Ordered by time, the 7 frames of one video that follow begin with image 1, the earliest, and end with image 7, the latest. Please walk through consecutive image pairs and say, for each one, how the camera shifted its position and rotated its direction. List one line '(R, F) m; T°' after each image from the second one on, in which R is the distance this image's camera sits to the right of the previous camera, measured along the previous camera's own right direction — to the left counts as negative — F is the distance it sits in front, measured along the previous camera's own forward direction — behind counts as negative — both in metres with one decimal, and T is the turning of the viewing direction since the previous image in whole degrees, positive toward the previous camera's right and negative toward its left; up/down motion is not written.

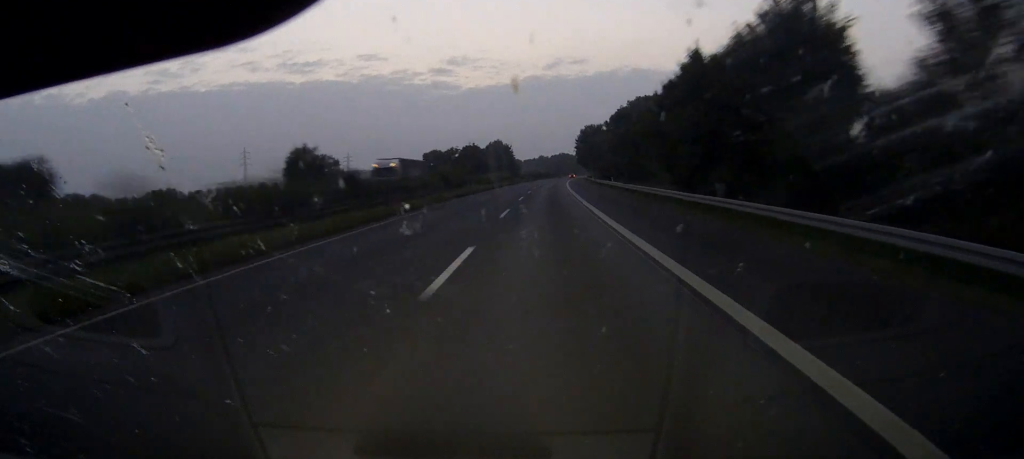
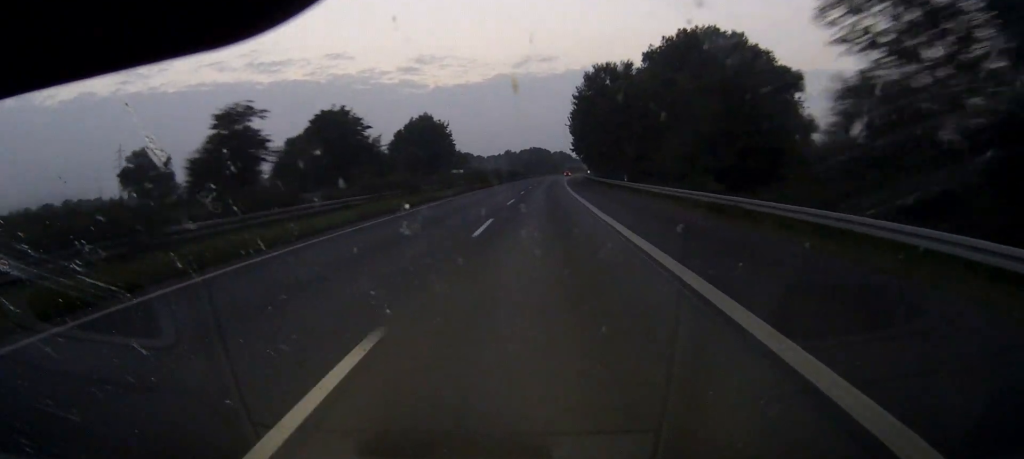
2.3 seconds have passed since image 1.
(+2.3, +116.3) m; +2°
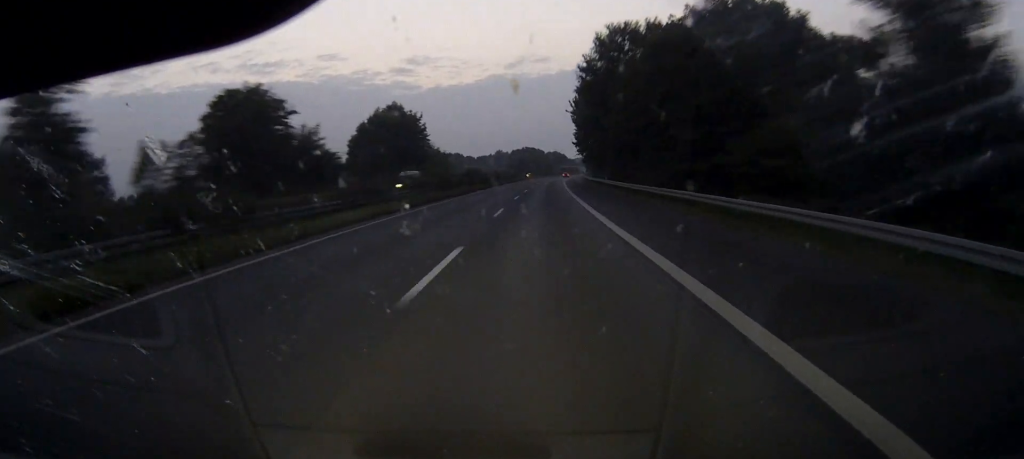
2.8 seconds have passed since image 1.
(+0.1, +27.0) m; 0°
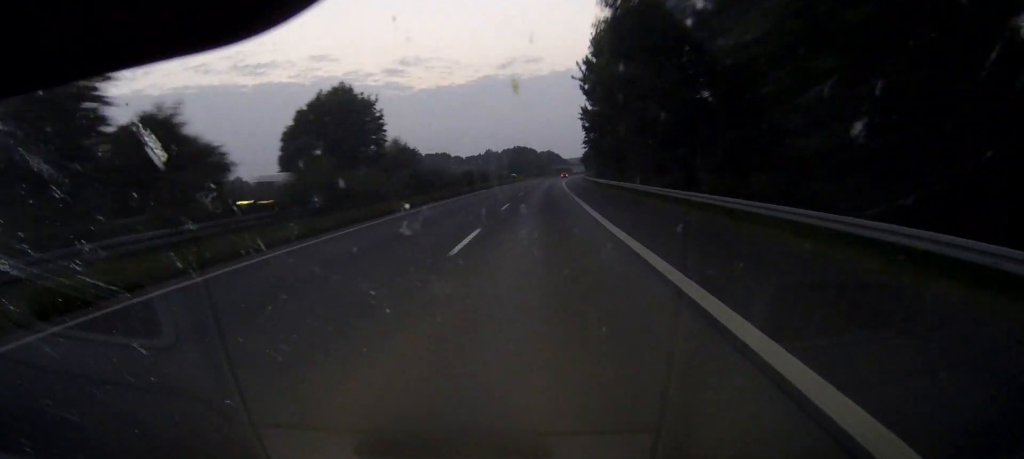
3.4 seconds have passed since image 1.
(+0.1, +30.3) m; 0°
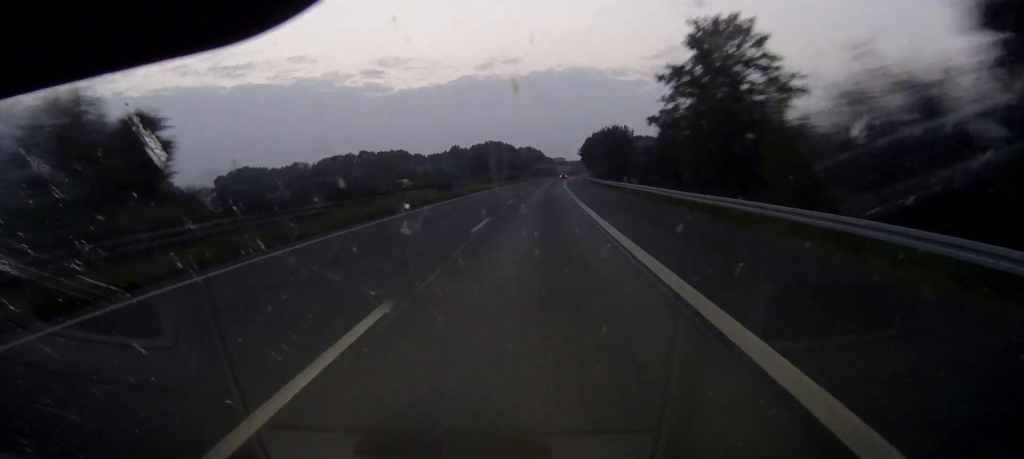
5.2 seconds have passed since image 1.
(+1.4, +87.6) m; +2°
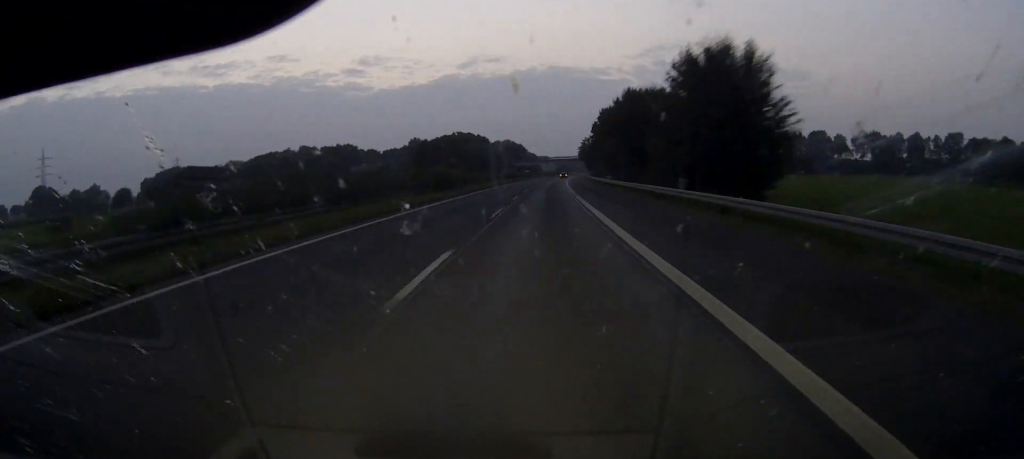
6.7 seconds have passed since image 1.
(+0.9, +76.0) m; +1°
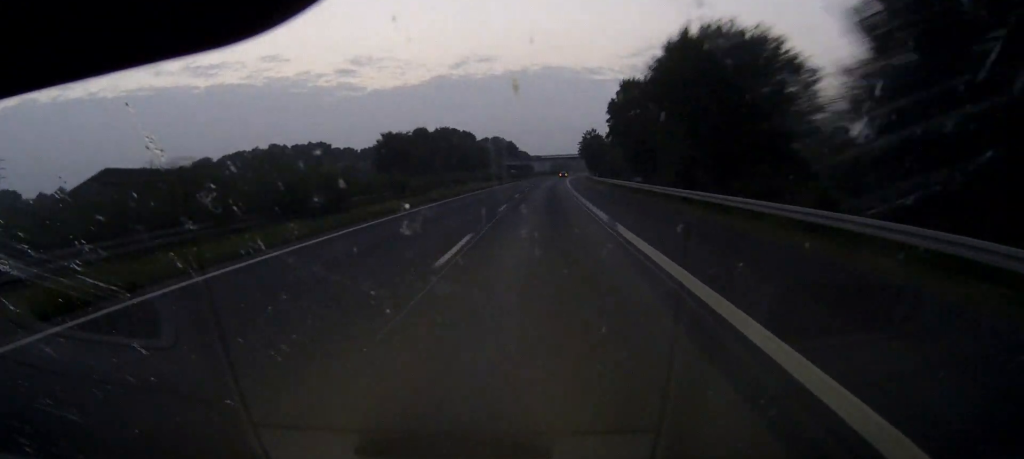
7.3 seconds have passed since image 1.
(+0.1, +30.3) m; +1°
